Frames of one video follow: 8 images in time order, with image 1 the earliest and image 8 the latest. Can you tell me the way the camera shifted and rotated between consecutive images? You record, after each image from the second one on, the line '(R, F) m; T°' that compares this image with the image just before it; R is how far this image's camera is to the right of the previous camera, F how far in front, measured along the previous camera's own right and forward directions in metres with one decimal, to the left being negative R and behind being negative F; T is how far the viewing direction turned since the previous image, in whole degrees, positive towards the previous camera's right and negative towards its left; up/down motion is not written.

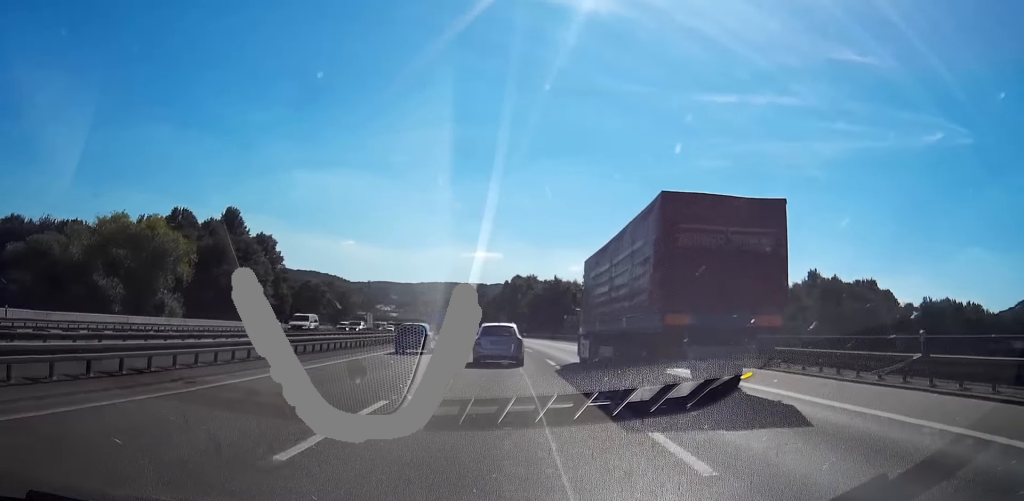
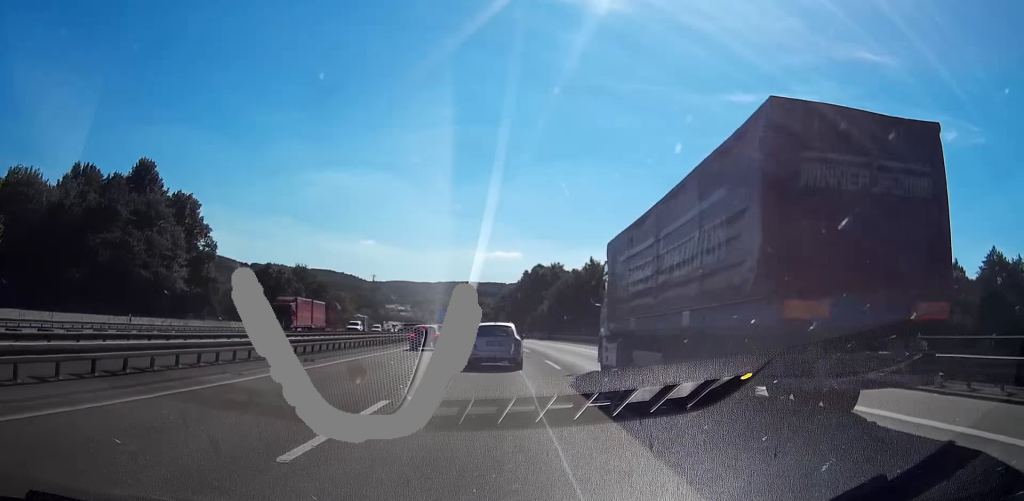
(-0.5, +35.1) m; -2°
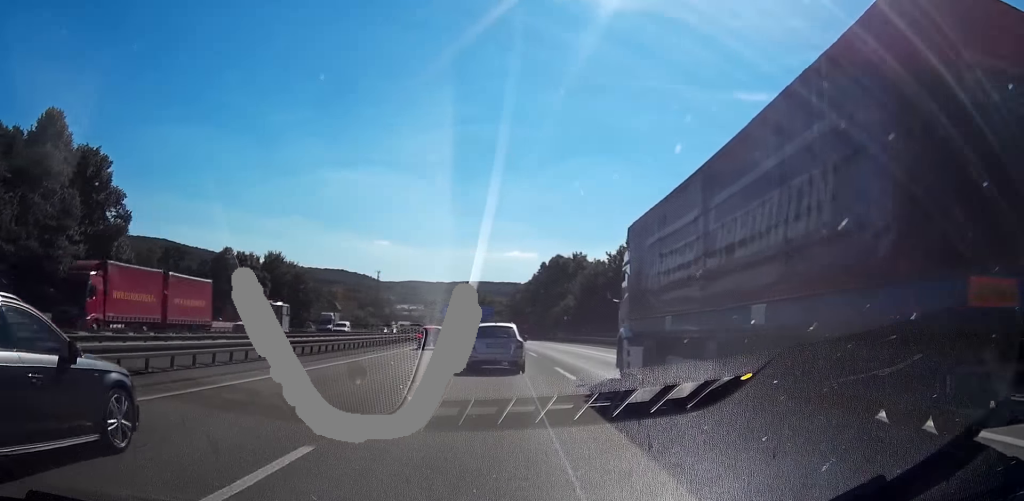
(-0.2, +22.1) m; -1°
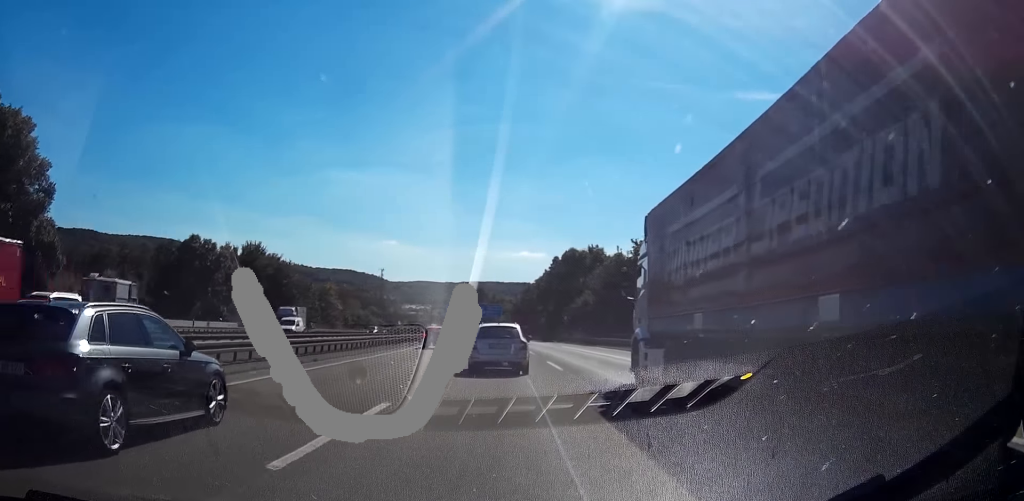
(-0.1, +12.5) m; 0°
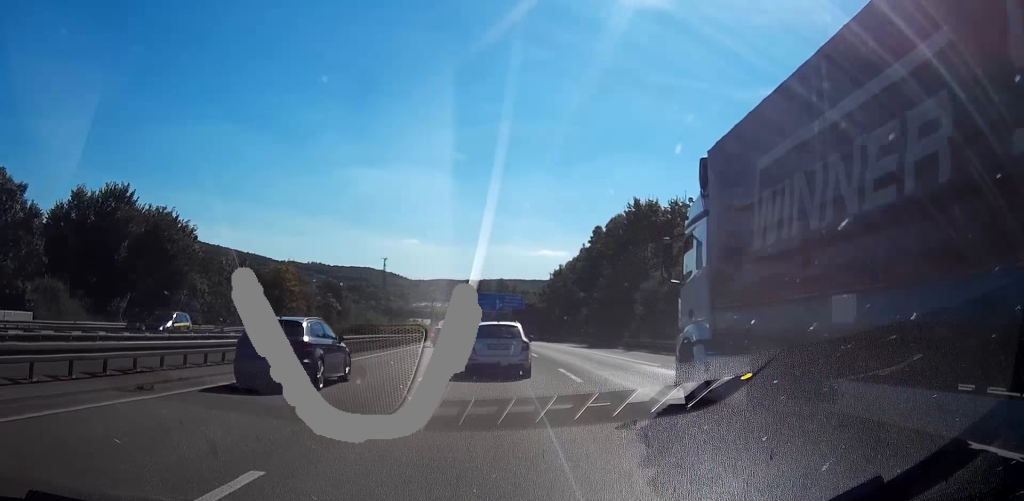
(-0.1, +39.9) m; -1°
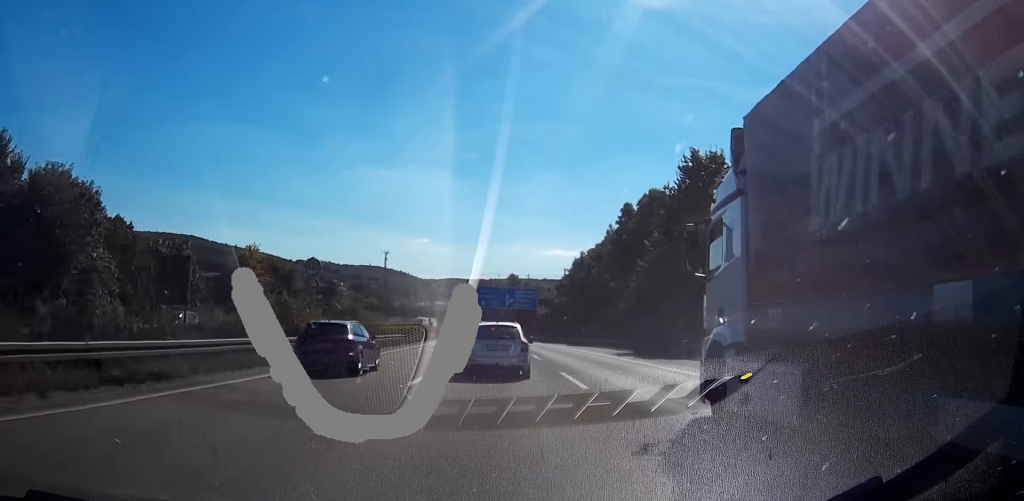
(-0.1, +19.2) m; -1°
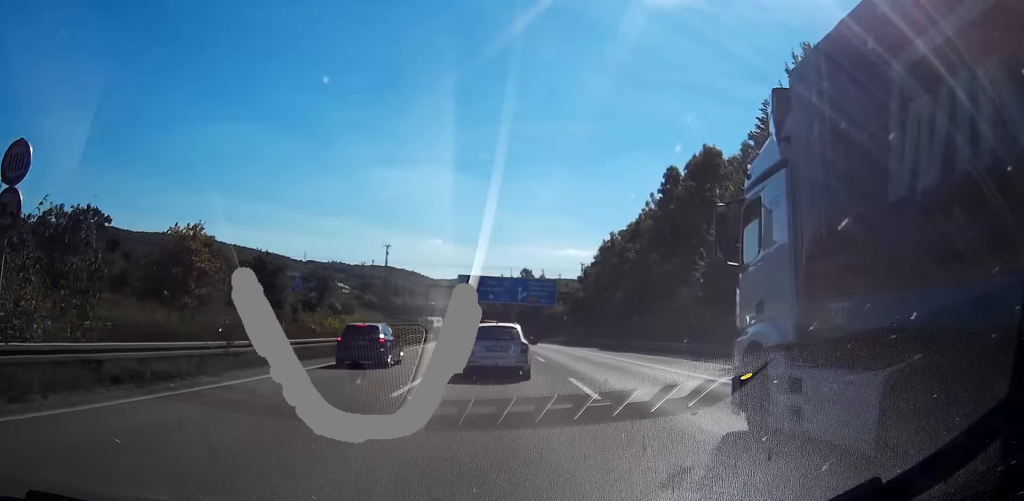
(-0.2, +19.6) m; 0°
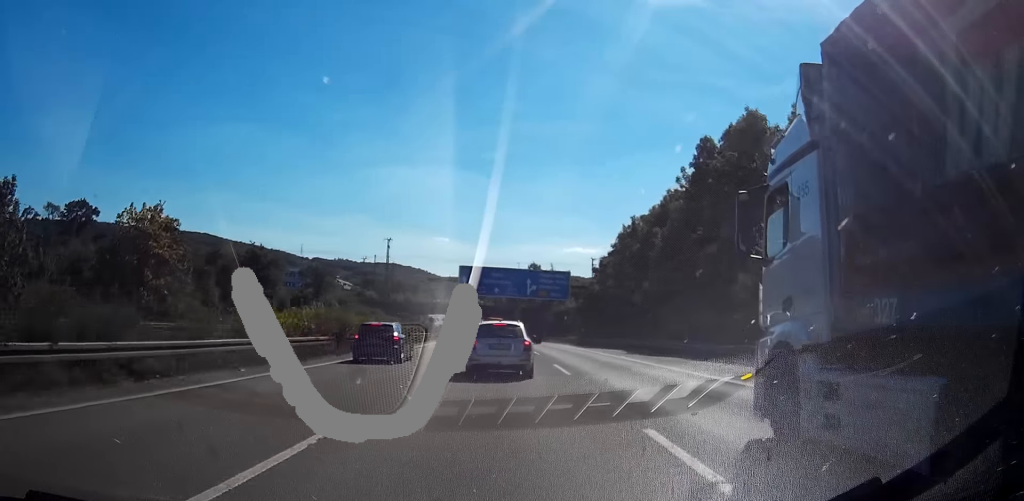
(+0.1, +9.9) m; 0°
